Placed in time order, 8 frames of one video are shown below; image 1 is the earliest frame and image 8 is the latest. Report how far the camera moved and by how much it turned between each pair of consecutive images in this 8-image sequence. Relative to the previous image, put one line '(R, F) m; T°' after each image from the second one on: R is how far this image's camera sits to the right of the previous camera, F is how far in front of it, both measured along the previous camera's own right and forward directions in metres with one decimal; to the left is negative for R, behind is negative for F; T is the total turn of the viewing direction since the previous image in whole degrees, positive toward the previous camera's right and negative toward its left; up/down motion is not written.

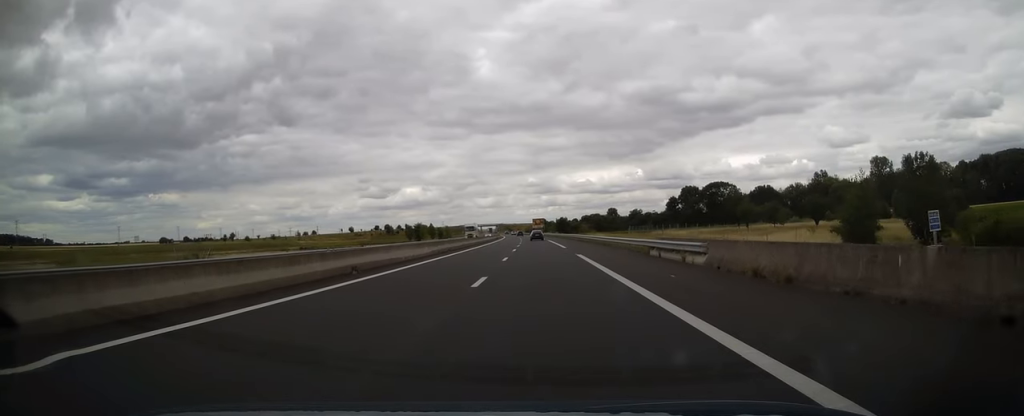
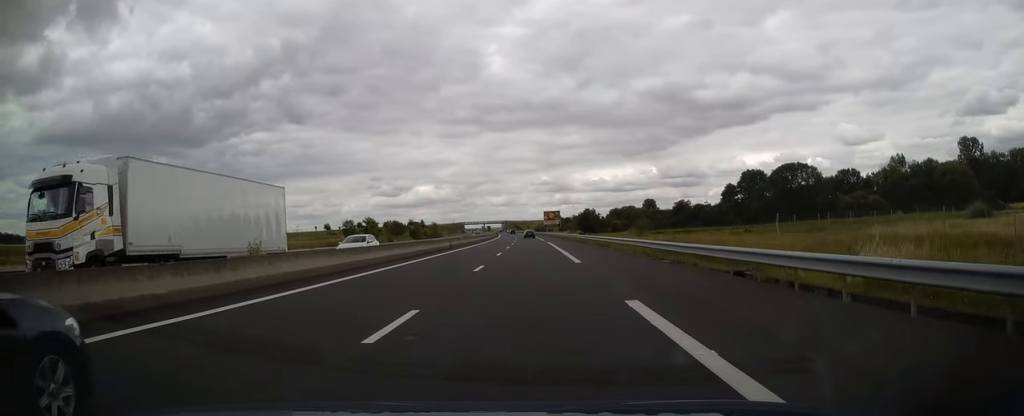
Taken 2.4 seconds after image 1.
(-0.5, +72.1) m; -1°
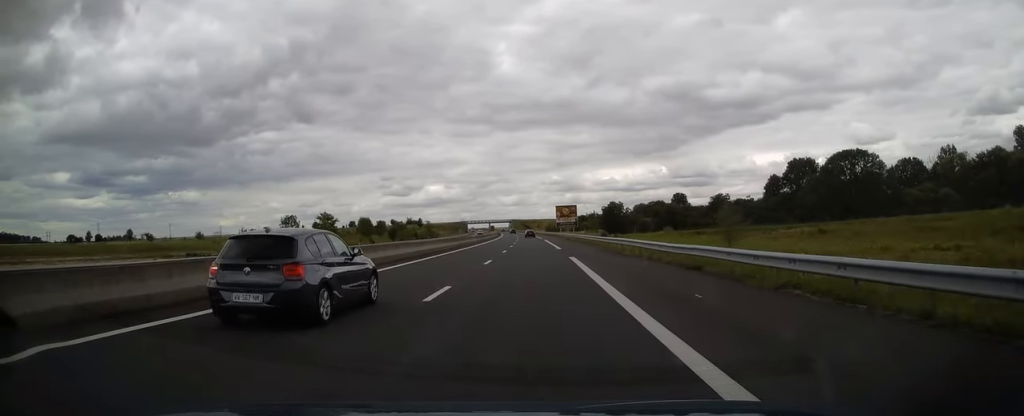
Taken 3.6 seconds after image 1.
(-0.2, +34.3) m; 0°
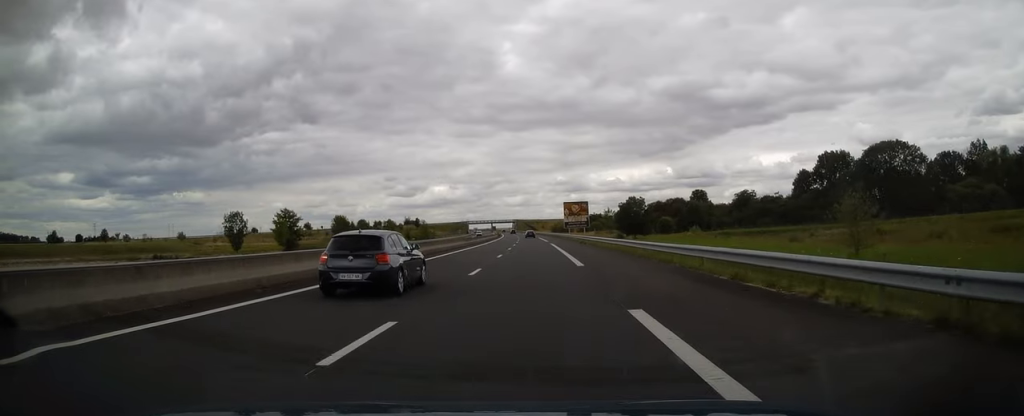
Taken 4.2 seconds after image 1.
(0.0, +18.6) m; 0°
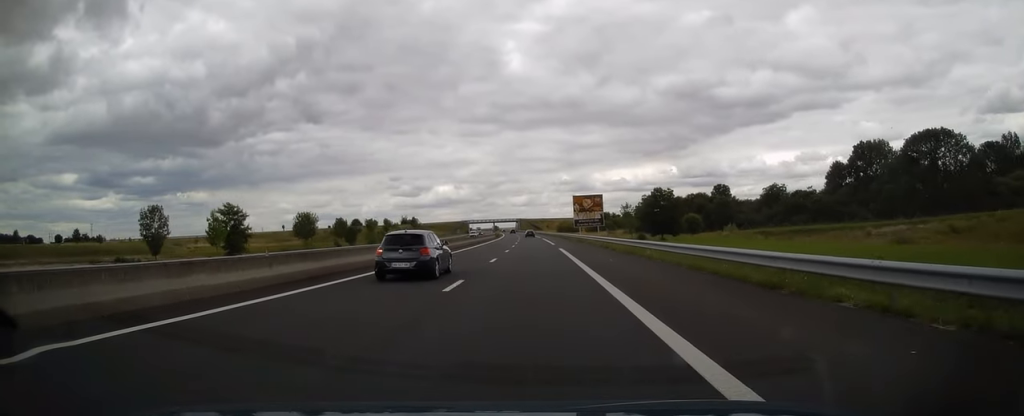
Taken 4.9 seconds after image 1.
(+0.1, +18.1) m; 0°
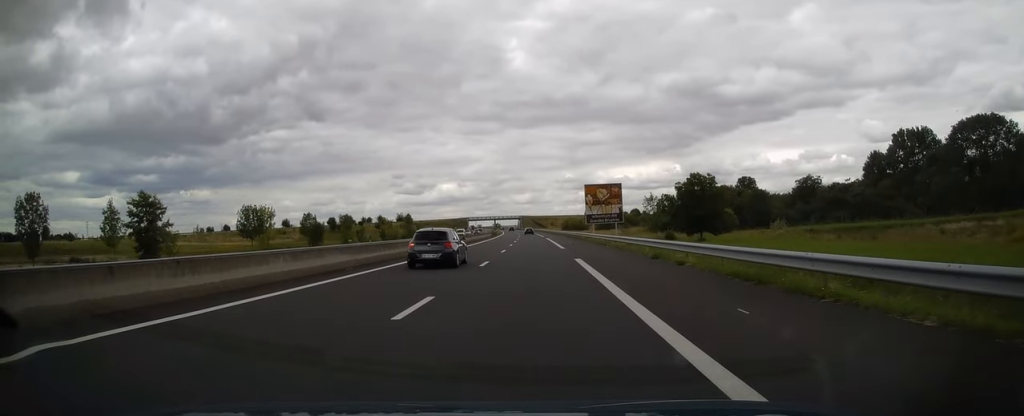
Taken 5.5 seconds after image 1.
(-0.2, +17.6) m; -1°
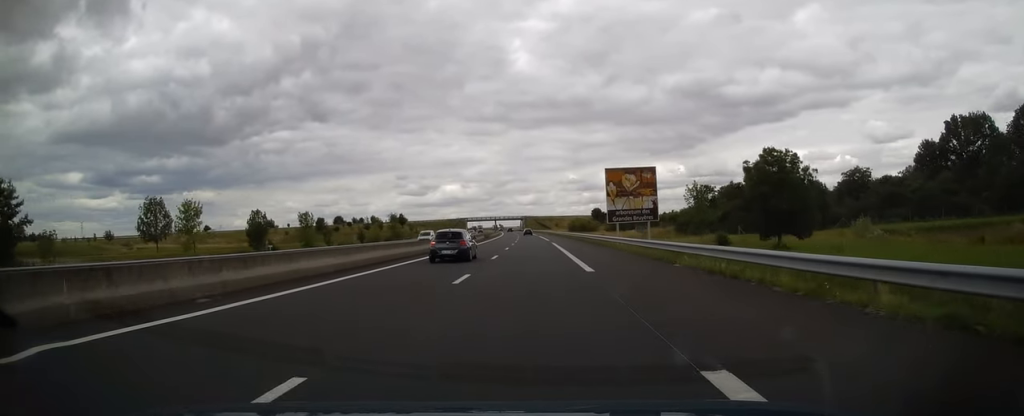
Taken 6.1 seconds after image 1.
(-0.1, +19.6) m; -1°
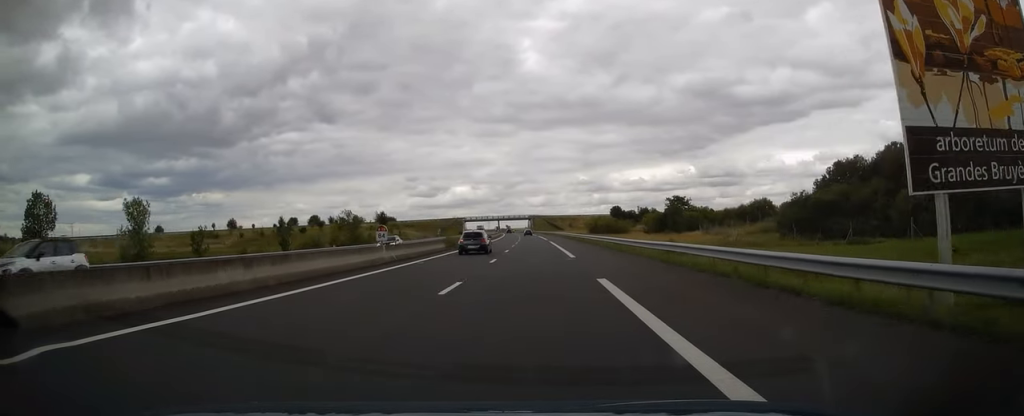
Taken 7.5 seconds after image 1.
(-0.5, +41.1) m; -1°
